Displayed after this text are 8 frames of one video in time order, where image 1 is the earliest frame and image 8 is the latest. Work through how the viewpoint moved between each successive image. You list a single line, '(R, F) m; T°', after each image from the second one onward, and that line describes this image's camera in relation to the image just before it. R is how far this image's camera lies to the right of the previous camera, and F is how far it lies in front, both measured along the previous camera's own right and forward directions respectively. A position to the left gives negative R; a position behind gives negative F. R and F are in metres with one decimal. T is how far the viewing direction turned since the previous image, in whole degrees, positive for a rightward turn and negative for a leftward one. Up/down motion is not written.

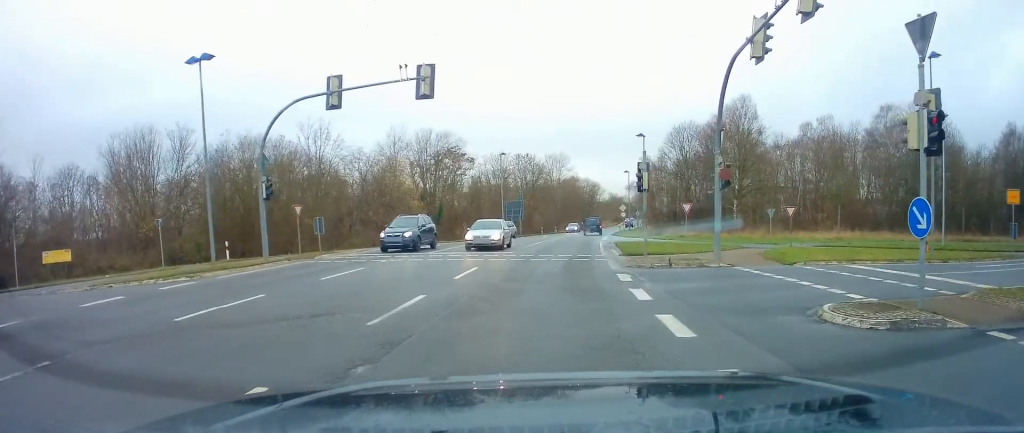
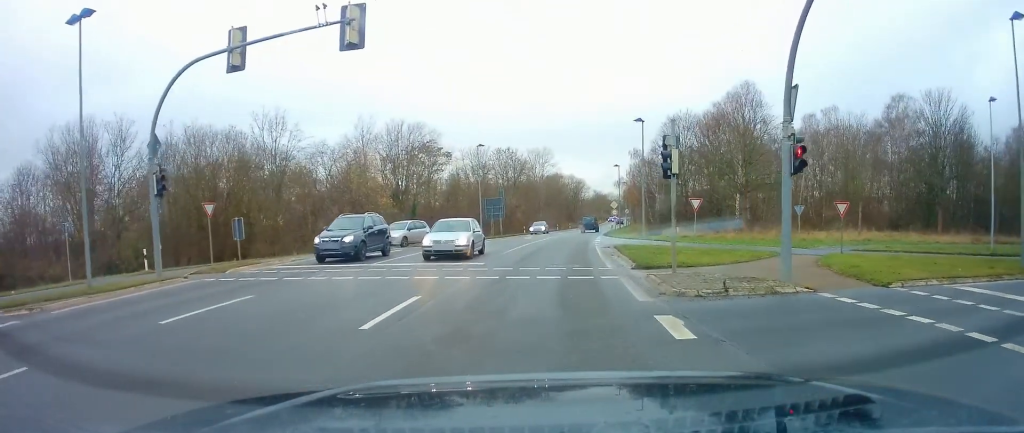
(-0.4, +6.4) m; -4°
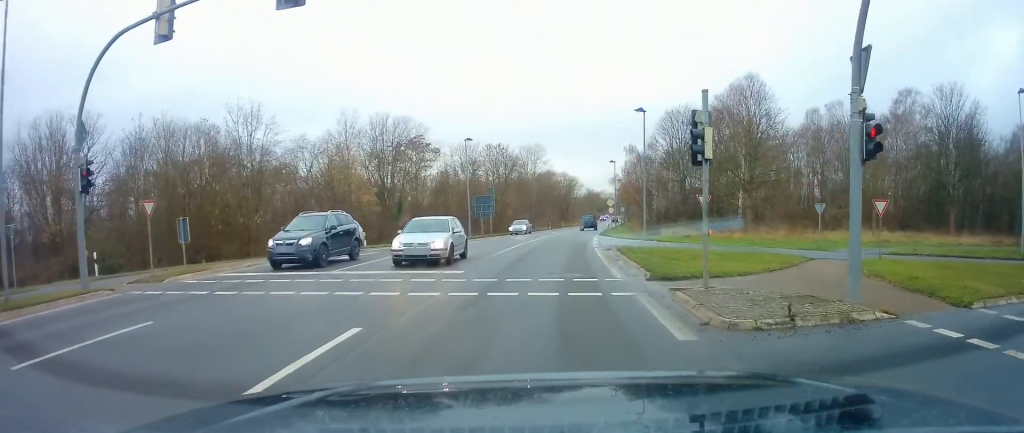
(-0.2, +3.2) m; +2°
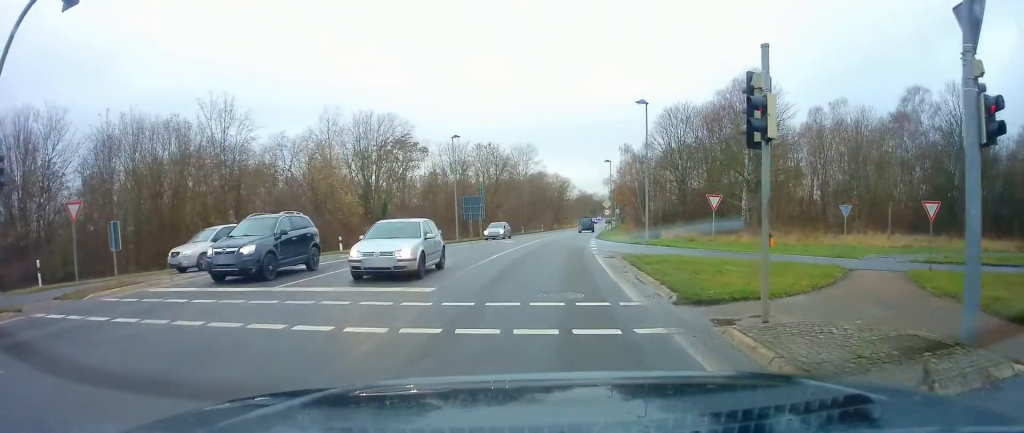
(0.0, +3.2) m; +2°
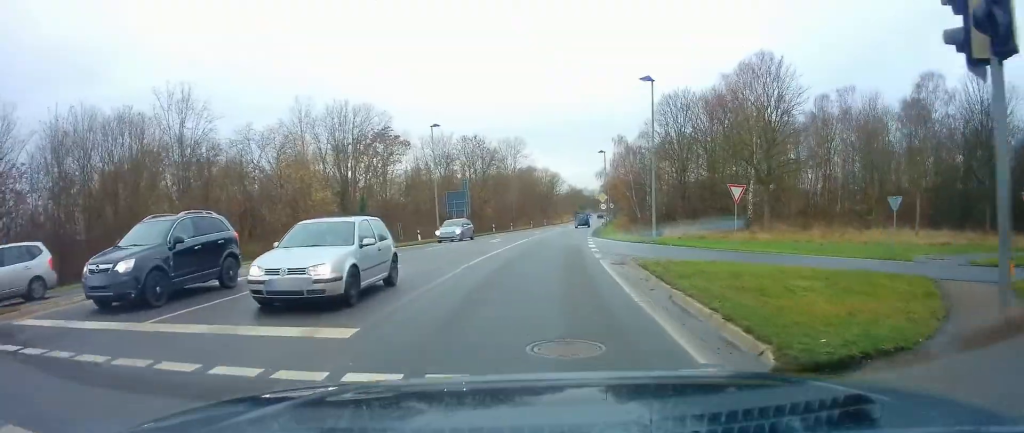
(+0.3, +4.5) m; +4°
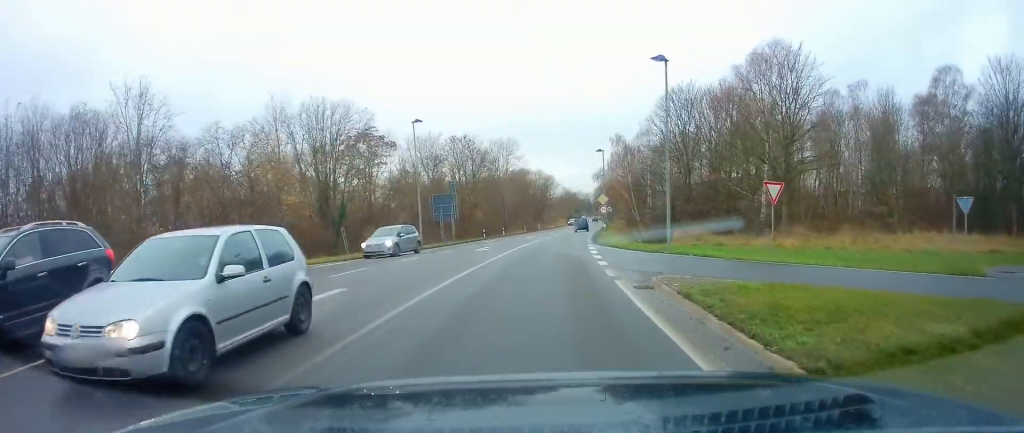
(+0.1, +4.4) m; +1°
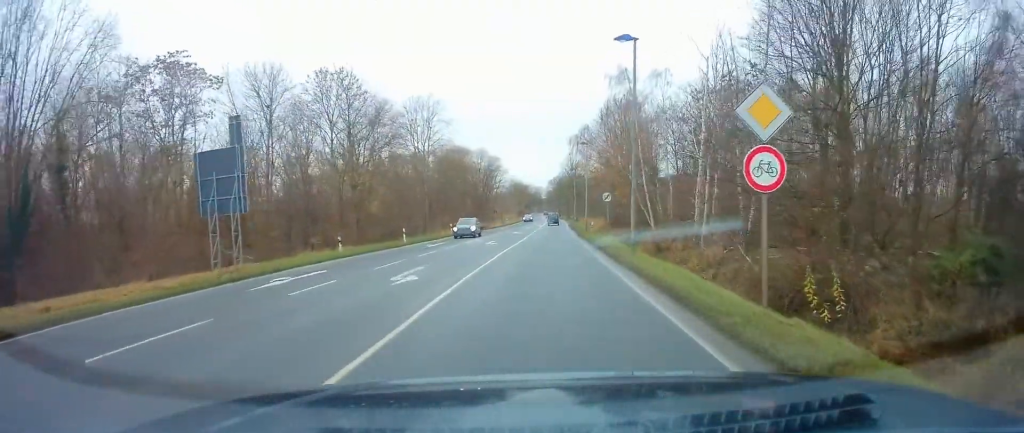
(+0.1, +34.3) m; +2°
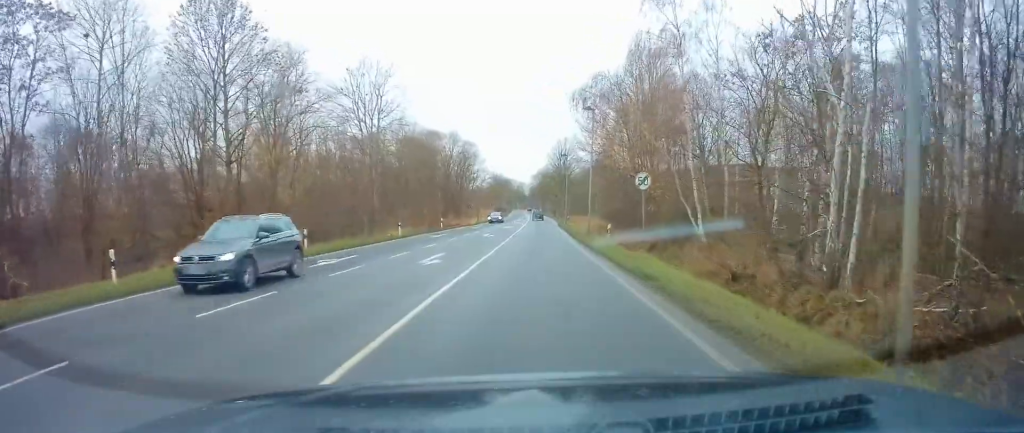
(+0.5, +15.8) m; +3°
